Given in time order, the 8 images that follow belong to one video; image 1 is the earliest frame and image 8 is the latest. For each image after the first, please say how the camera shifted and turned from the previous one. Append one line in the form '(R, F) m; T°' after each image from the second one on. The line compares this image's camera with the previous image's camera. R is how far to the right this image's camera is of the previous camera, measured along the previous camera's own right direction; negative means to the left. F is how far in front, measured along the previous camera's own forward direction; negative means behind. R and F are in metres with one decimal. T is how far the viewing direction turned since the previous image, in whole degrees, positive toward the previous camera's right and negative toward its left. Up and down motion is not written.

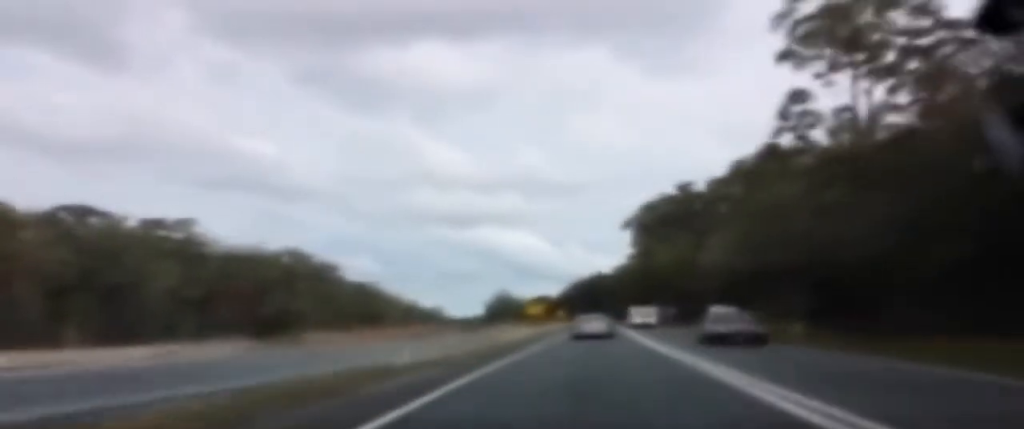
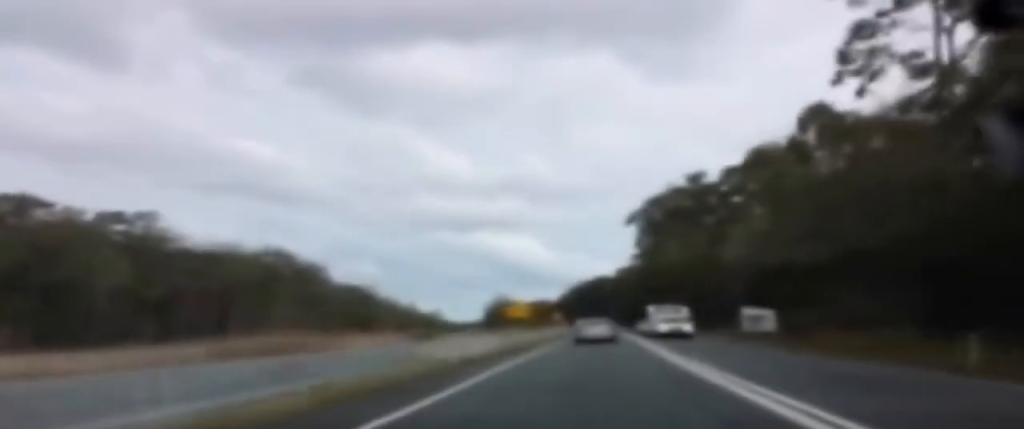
(-0.1, +16.1) m; 0°
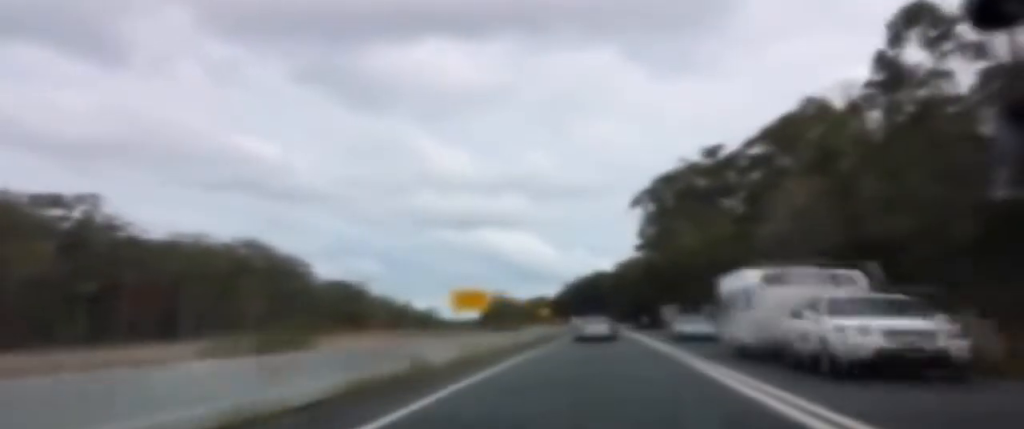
(+0.3, +19.7) m; +1°
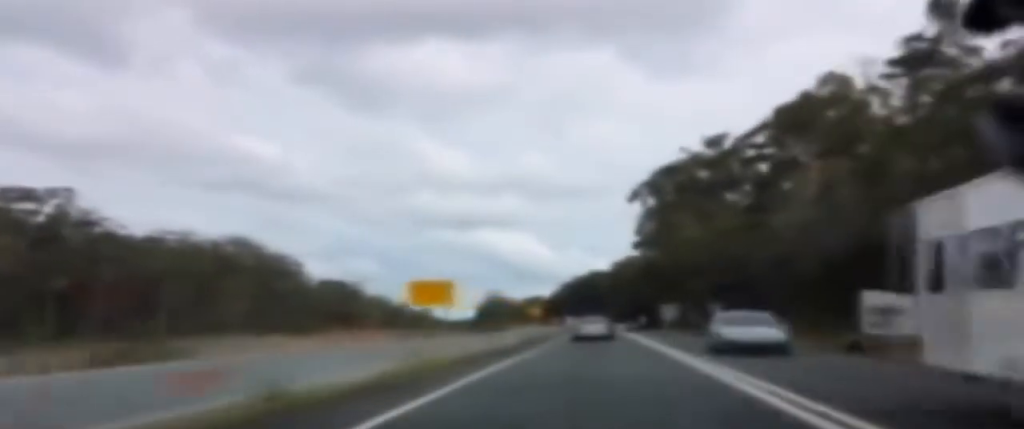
(+0.1, +8.0) m; 0°
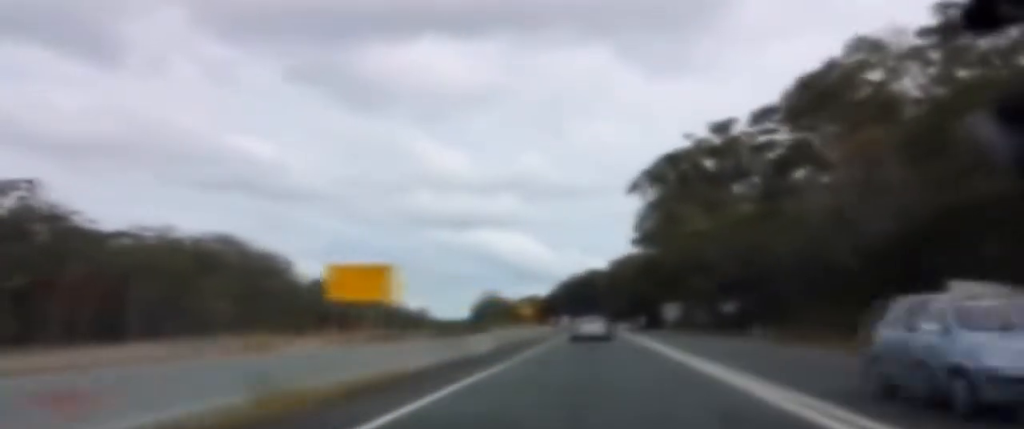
(0.0, +8.0) m; 0°
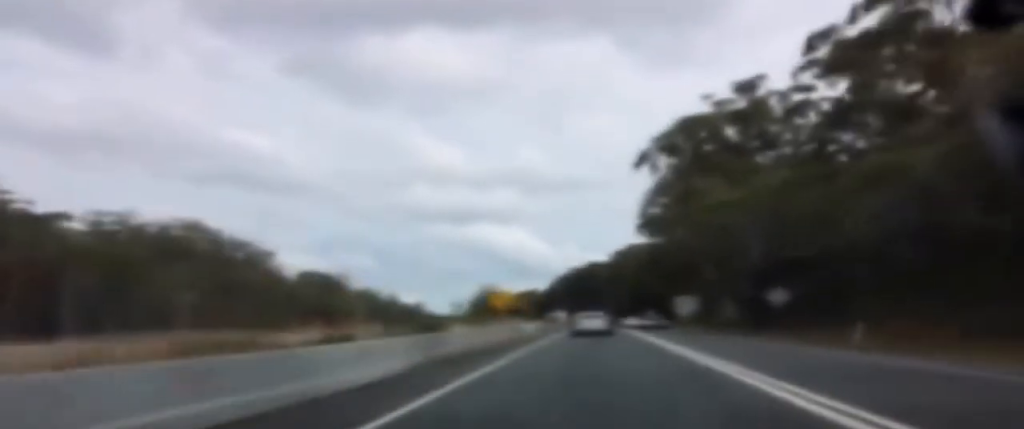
(-0.2, +16.0) m; 0°
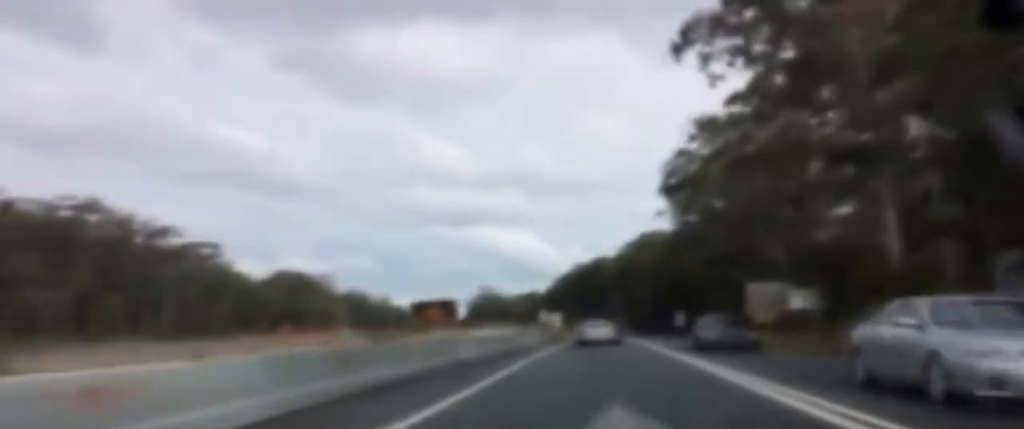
(+0.7, +44.9) m; +1°
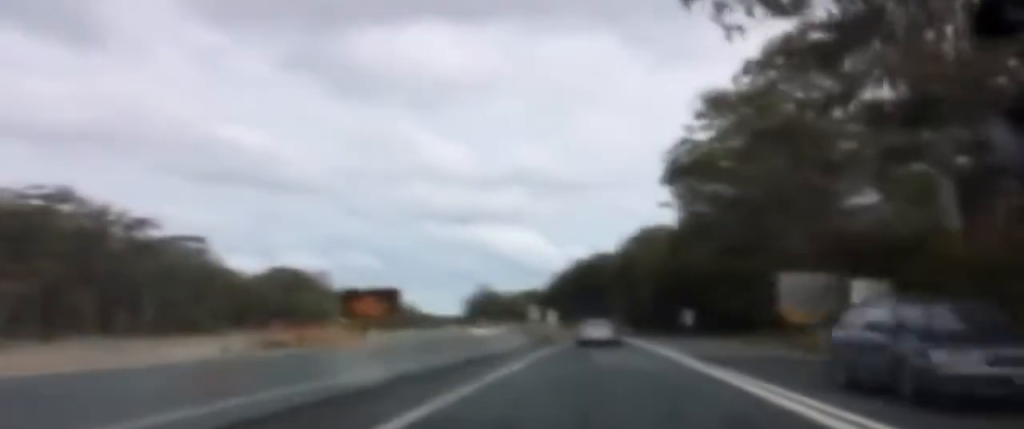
(-0.1, +11.1) m; 0°
